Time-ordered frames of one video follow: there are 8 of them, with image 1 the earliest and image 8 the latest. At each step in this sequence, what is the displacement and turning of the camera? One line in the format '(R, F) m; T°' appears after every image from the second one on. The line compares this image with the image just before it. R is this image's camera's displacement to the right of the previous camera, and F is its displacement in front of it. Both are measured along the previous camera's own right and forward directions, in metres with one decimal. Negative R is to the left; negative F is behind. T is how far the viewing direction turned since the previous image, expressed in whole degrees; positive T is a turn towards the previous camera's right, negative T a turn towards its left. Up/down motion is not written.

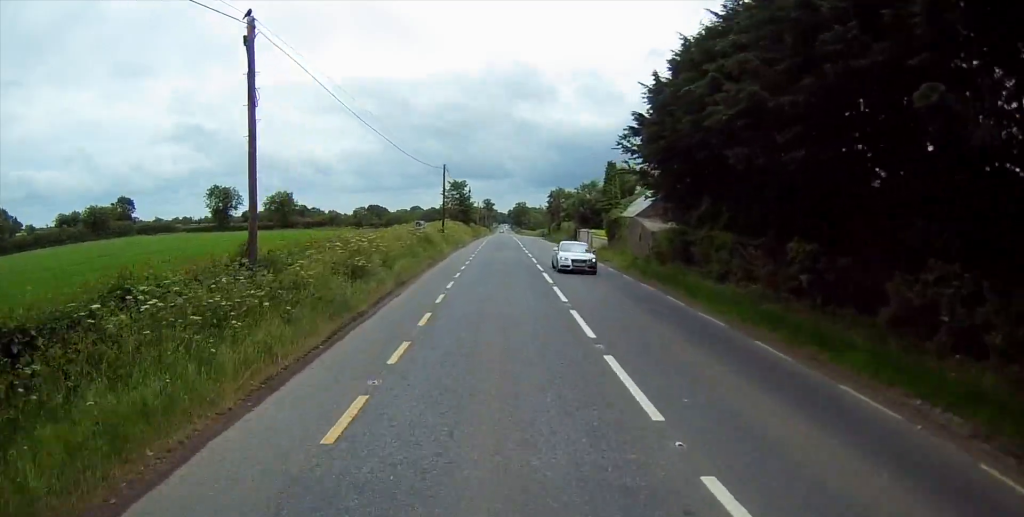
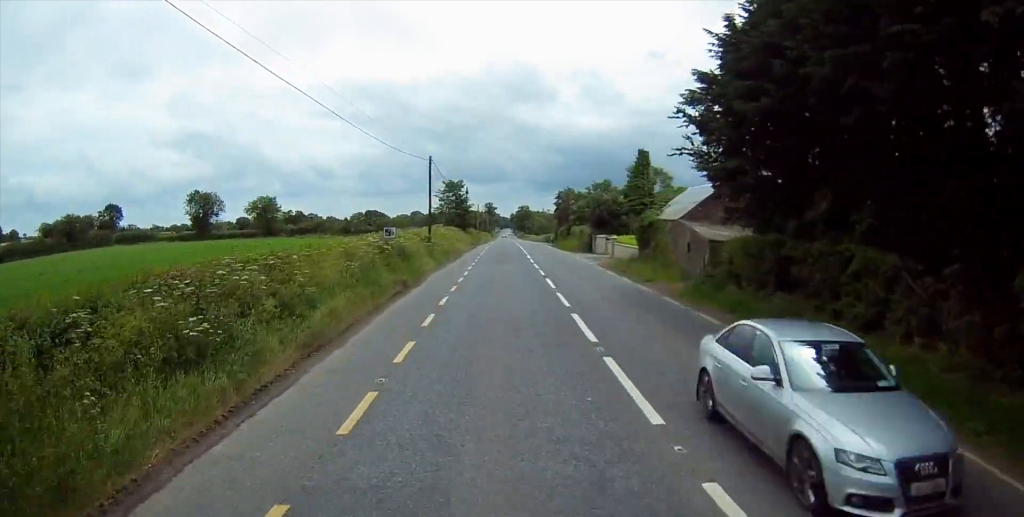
(-0.1, +11.6) m; 0°
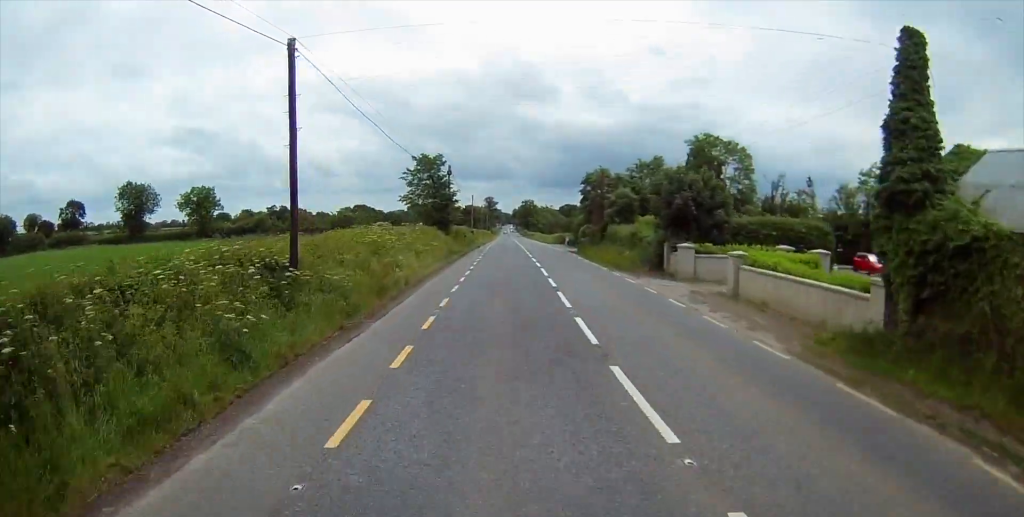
(+0.2, +29.1) m; 0°
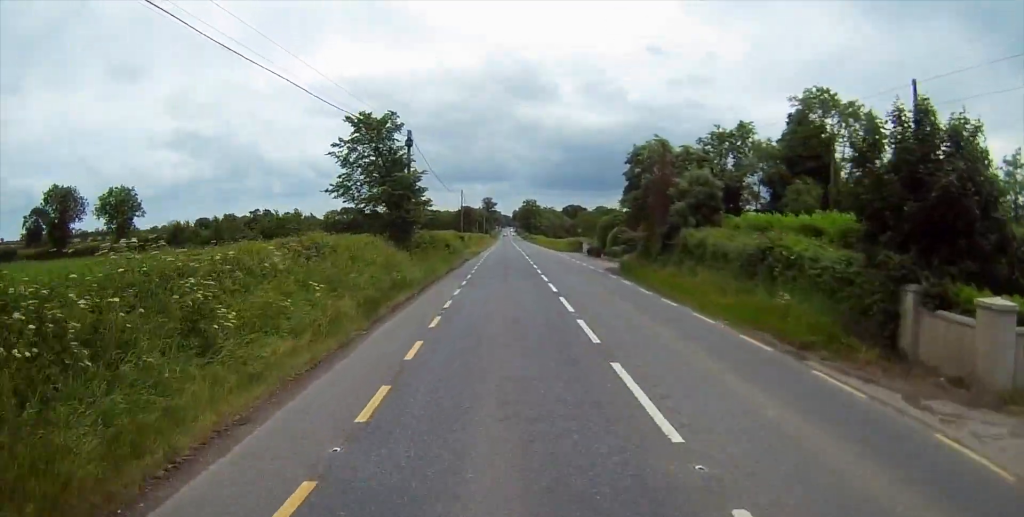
(-0.1, +23.2) m; 0°
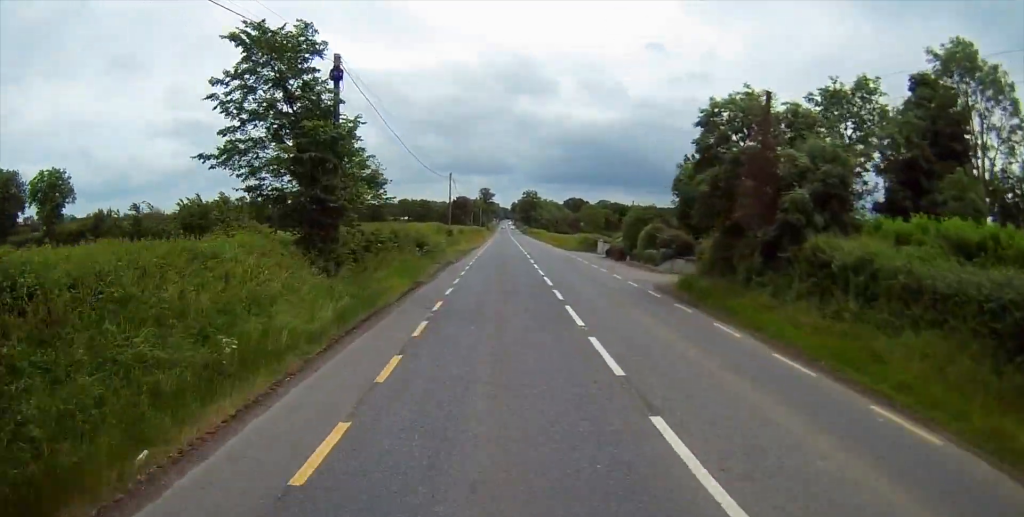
(0.0, +14.6) m; 0°
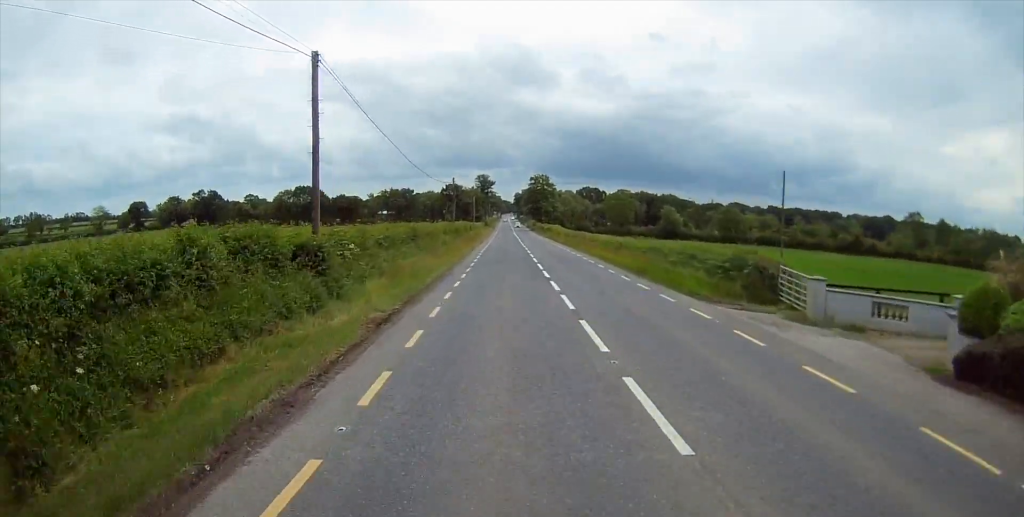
(+0.3, +46.1) m; 0°
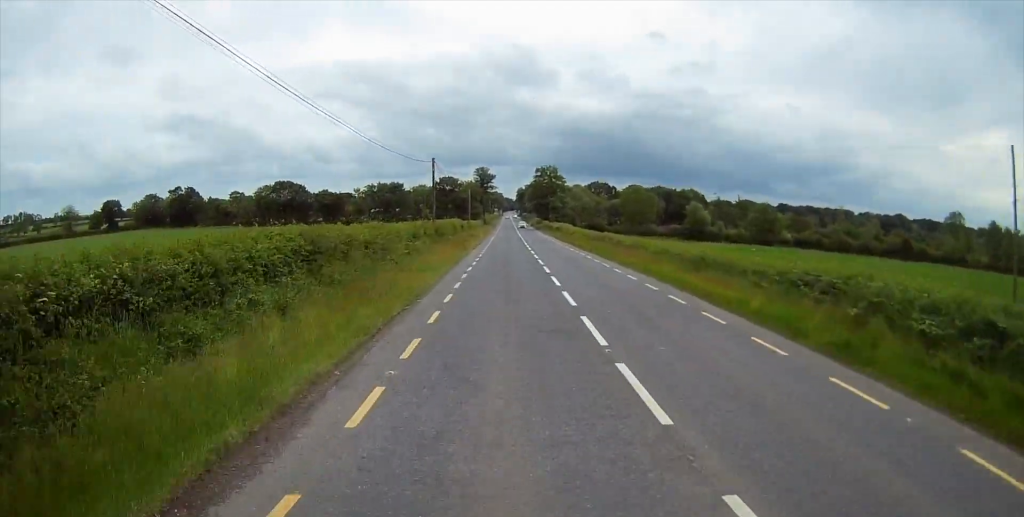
(-0.1, +21.2) m; -1°
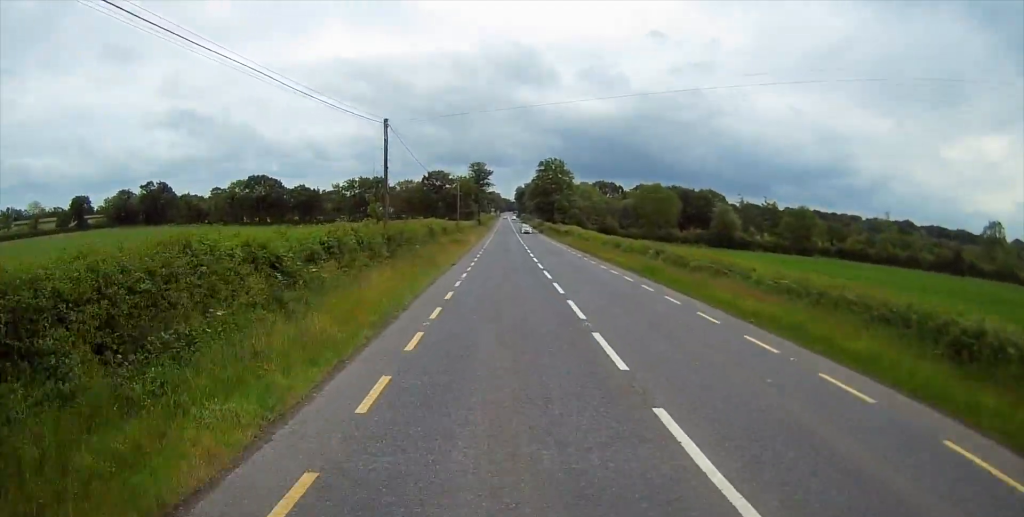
(-0.2, +19.8) m; 0°
